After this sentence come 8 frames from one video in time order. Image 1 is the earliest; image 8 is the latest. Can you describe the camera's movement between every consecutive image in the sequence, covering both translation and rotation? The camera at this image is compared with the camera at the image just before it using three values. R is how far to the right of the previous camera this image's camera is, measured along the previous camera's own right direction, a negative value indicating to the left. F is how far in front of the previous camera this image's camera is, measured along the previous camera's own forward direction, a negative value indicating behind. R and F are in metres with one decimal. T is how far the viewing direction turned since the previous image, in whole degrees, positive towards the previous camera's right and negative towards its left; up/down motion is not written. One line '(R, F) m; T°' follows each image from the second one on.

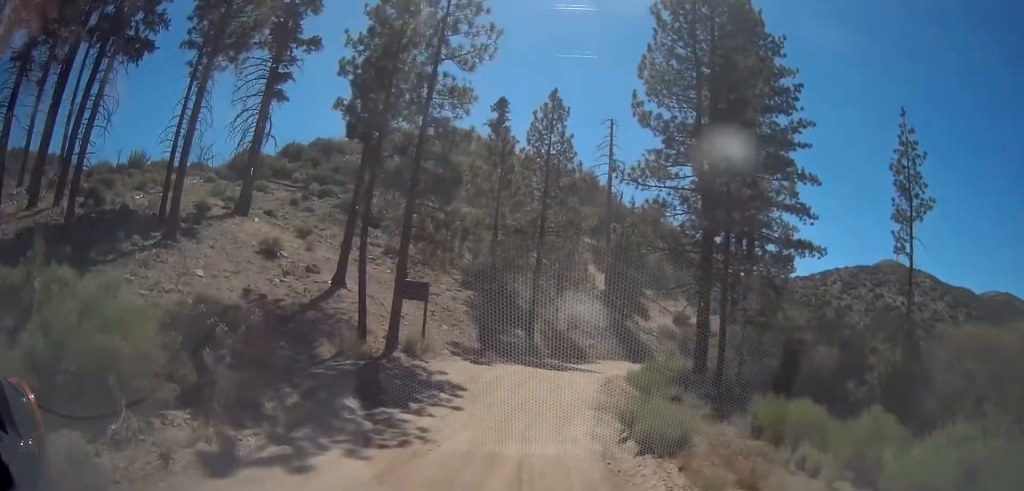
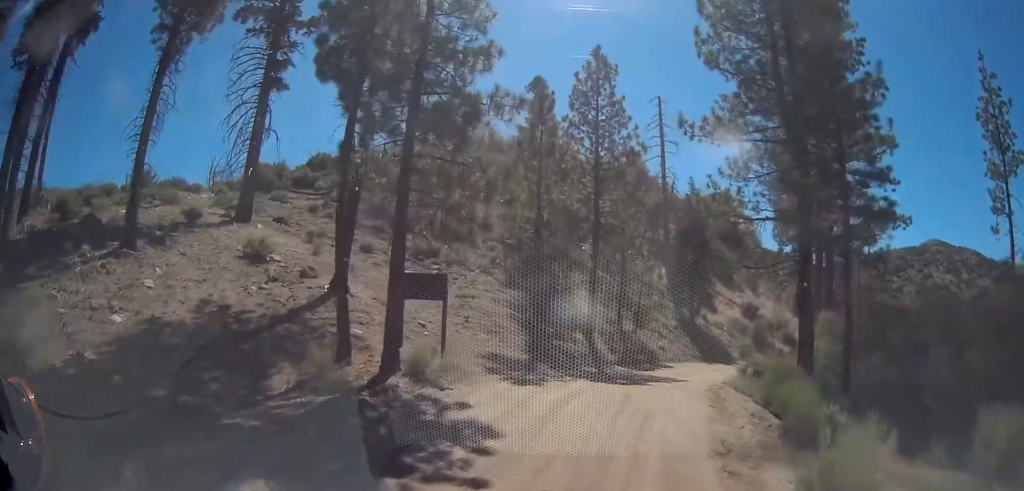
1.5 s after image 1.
(-0.3, +5.7) m; 0°
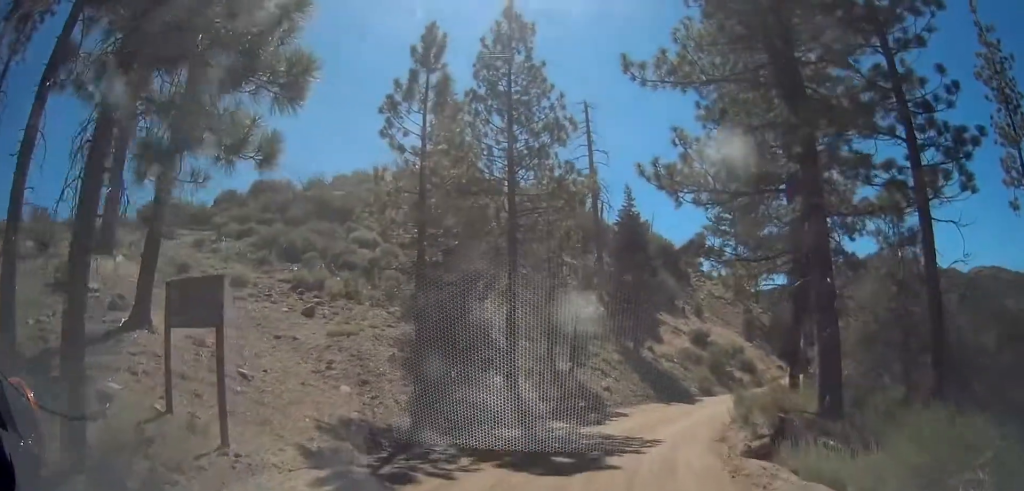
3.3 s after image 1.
(+0.4, +7.2) m; +7°
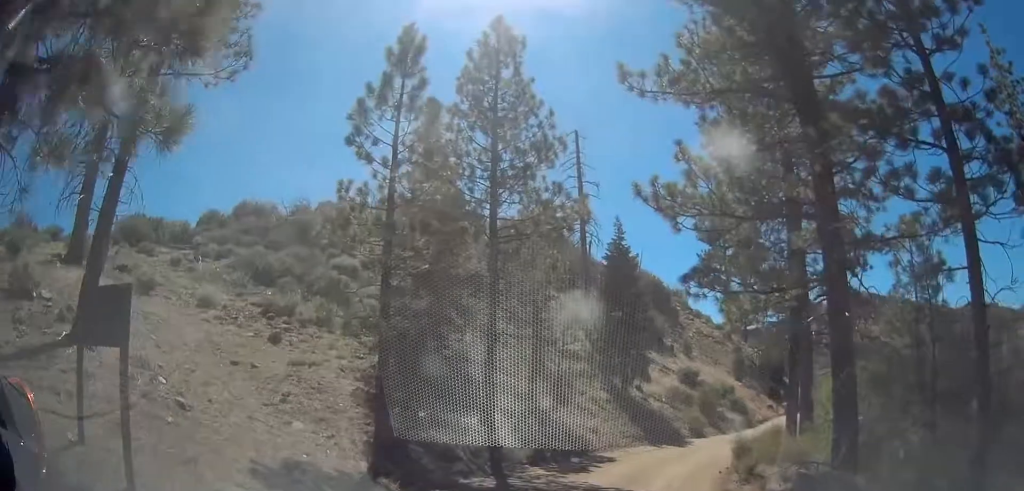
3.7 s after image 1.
(+0.1, +1.7) m; +3°
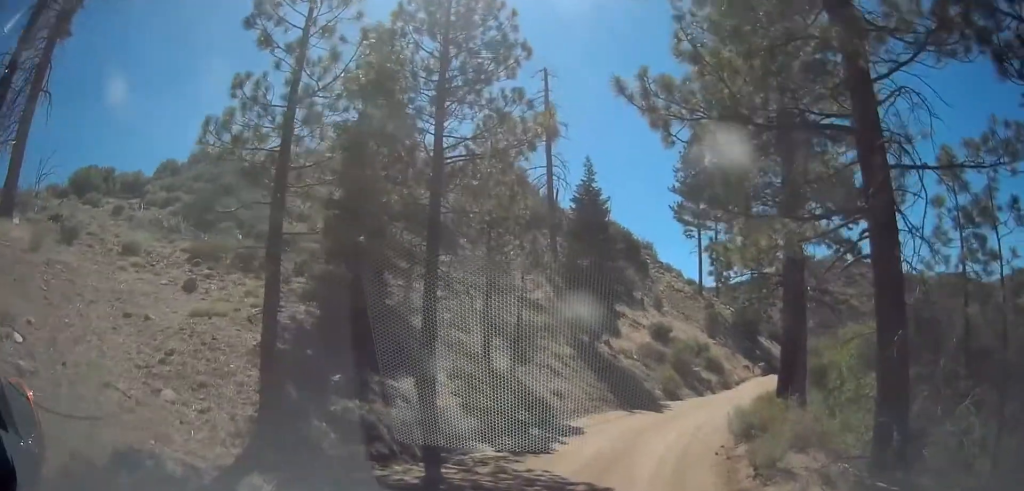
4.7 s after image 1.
(+0.2, +3.5) m; +3°
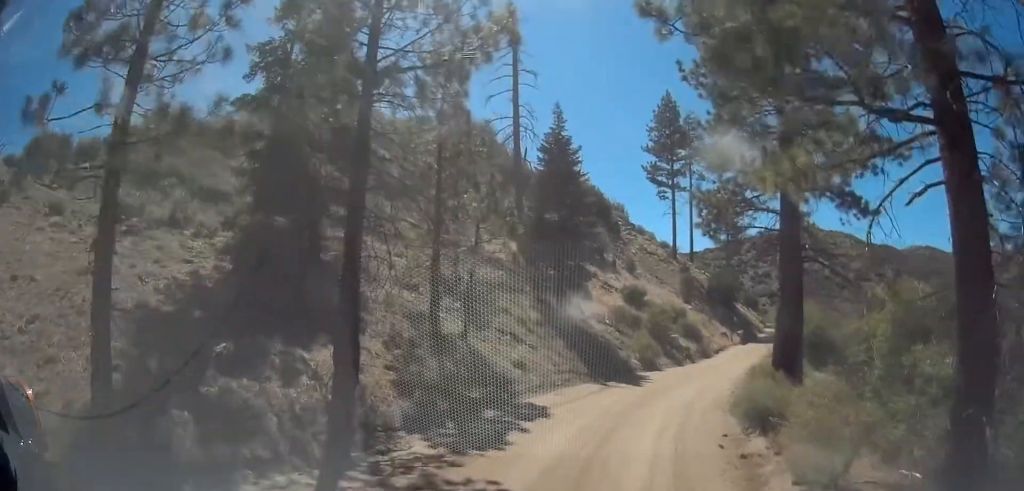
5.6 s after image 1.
(0.0, +3.3) m; +2°
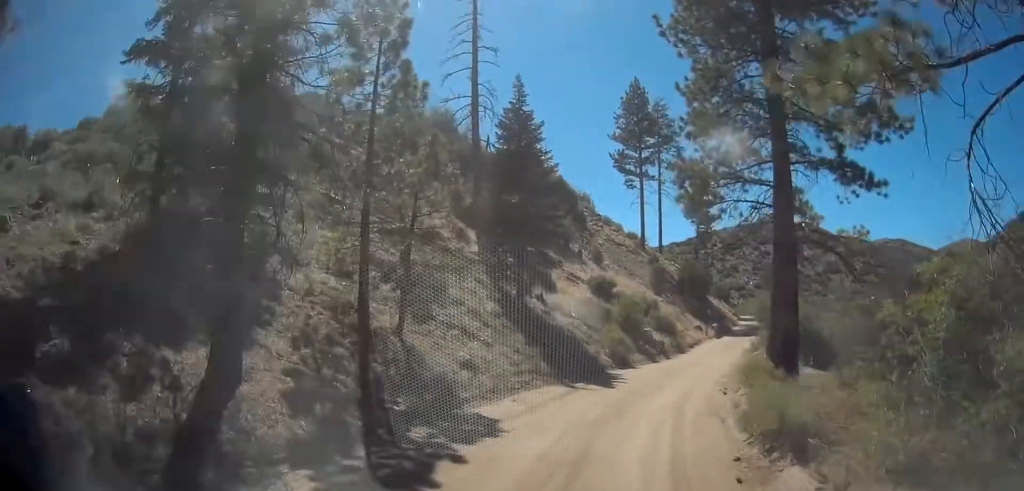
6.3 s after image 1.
(0.0, +3.1) m; +4°
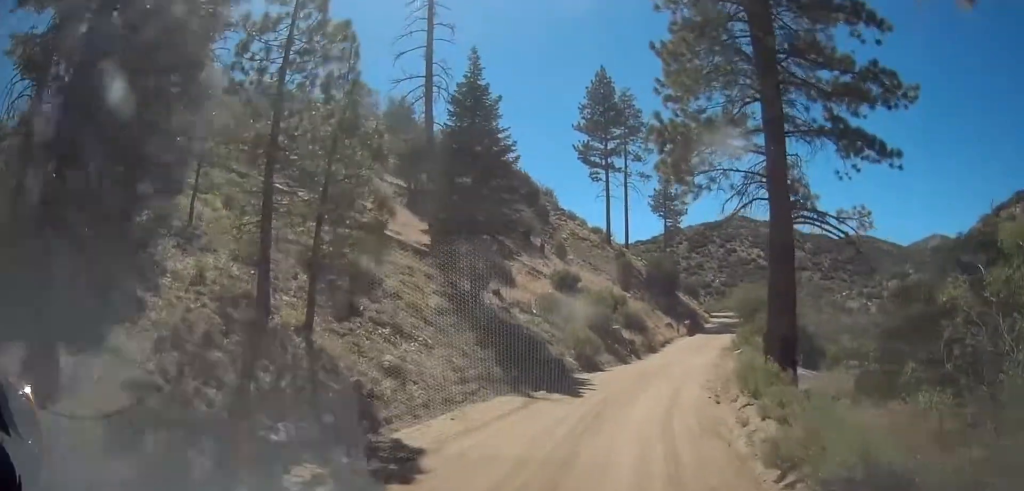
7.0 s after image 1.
(+0.2, +3.1) m; +7°
